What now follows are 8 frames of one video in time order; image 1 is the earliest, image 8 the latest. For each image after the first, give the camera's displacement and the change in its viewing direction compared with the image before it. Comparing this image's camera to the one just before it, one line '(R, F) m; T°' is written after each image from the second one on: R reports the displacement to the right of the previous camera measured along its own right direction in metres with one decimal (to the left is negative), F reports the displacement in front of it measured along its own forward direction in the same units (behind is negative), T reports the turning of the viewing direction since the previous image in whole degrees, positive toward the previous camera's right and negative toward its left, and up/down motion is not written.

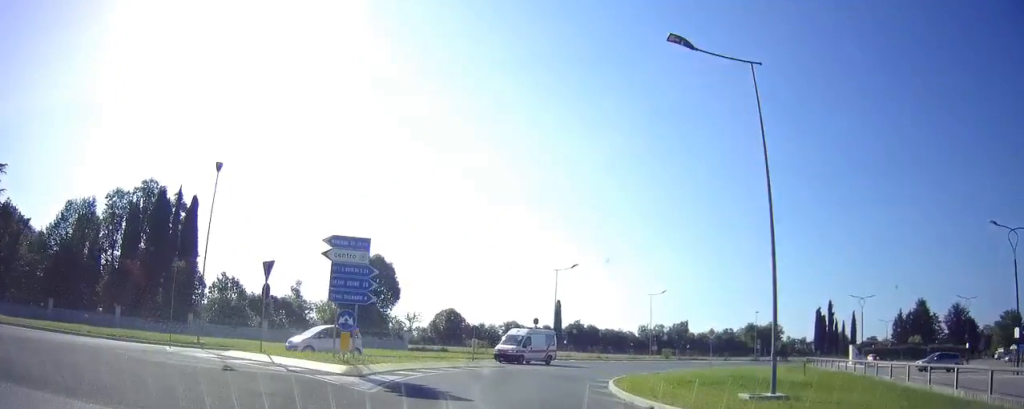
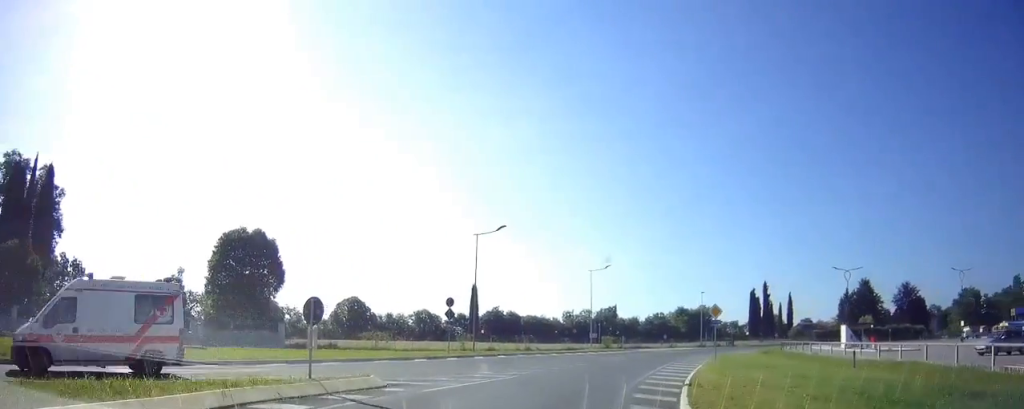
(+1.8, +15.3) m; +12°
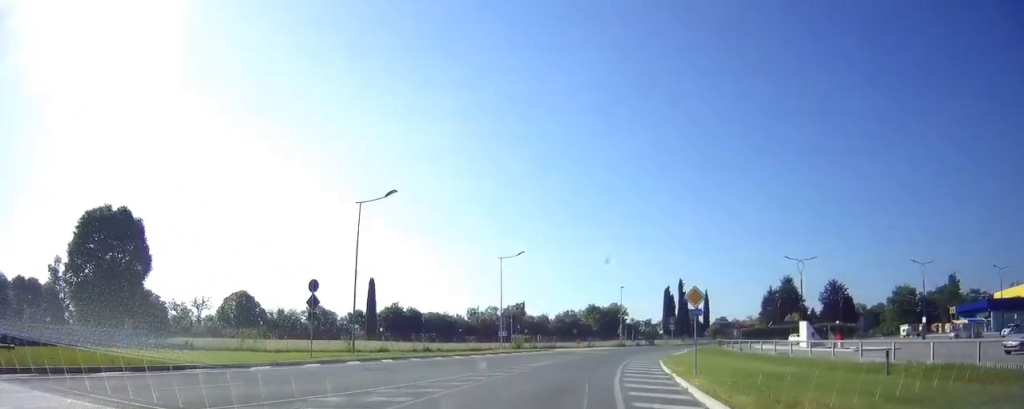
(+0.6, +10.1) m; +6°
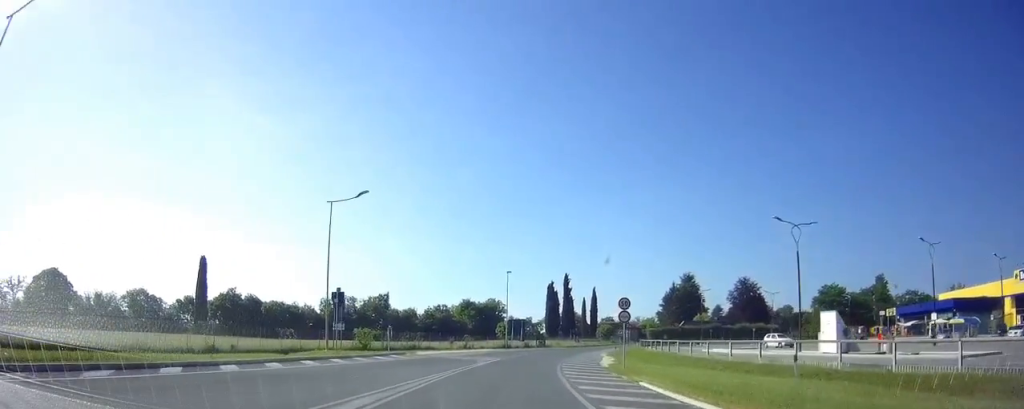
(+1.7, +22.7) m; +8°
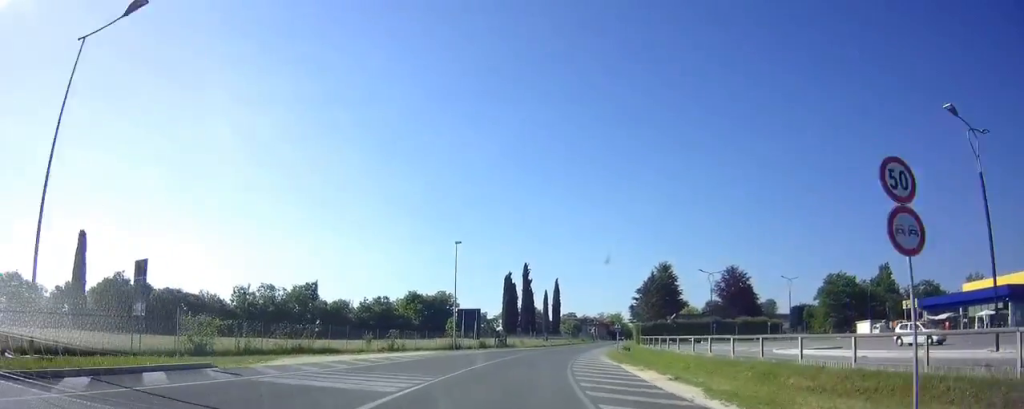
(+1.2, +21.5) m; +7°
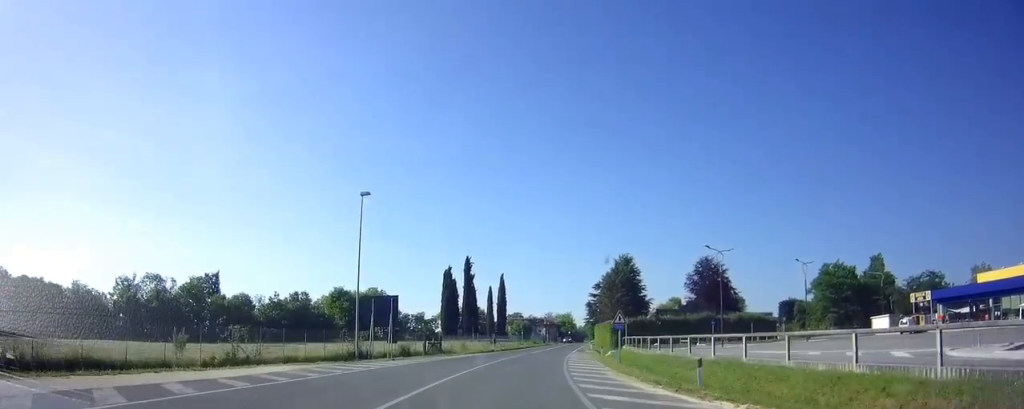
(+0.9, +18.5) m; +5°
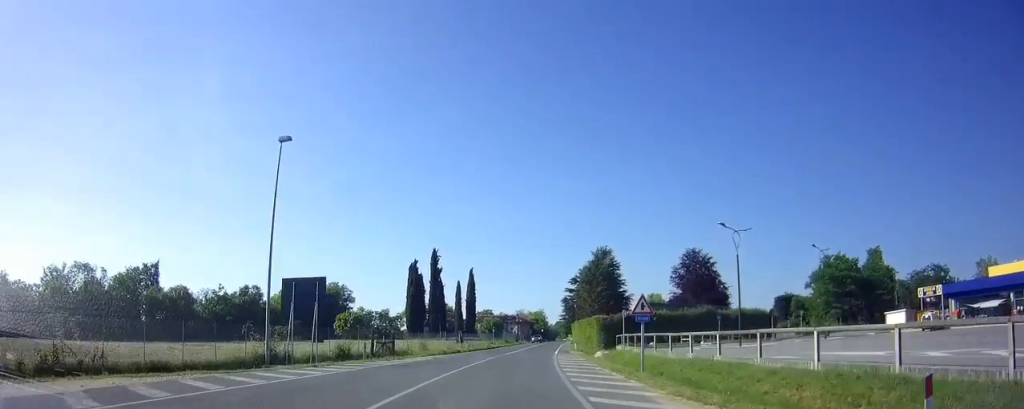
(+0.2, +9.8) m; +2°
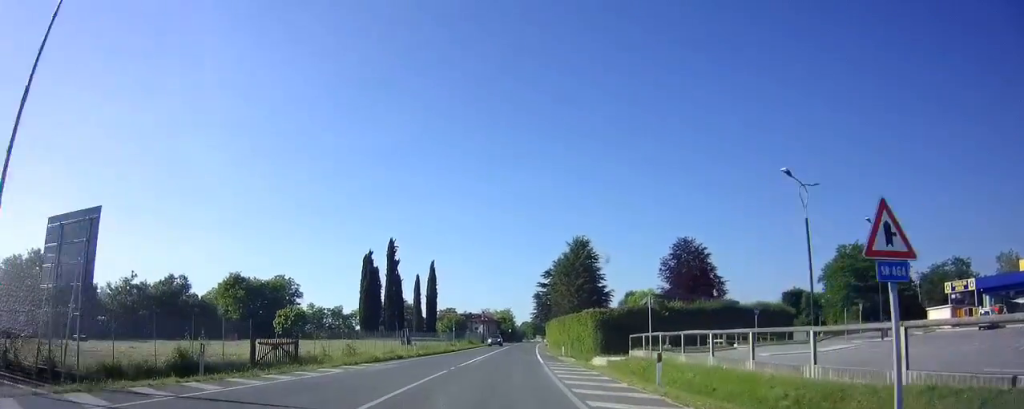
(+0.2, +13.9) m; +2°
